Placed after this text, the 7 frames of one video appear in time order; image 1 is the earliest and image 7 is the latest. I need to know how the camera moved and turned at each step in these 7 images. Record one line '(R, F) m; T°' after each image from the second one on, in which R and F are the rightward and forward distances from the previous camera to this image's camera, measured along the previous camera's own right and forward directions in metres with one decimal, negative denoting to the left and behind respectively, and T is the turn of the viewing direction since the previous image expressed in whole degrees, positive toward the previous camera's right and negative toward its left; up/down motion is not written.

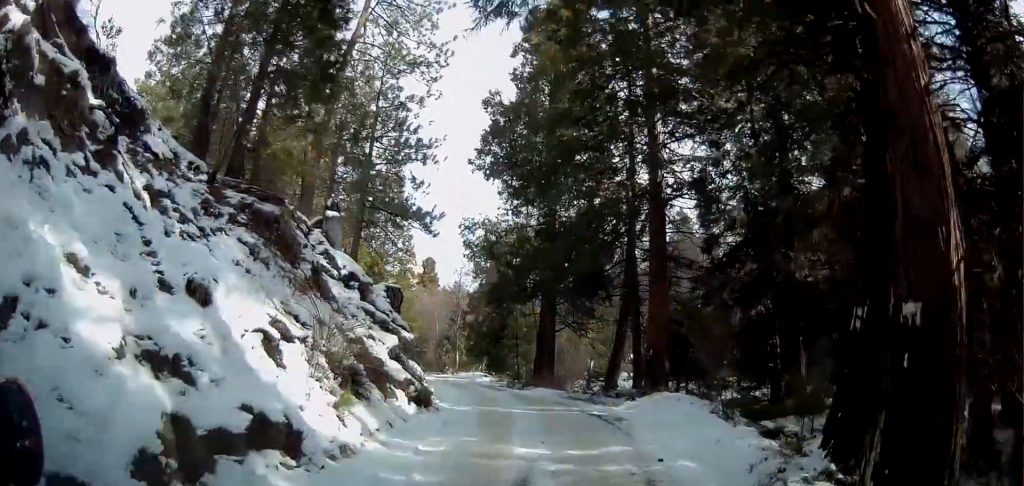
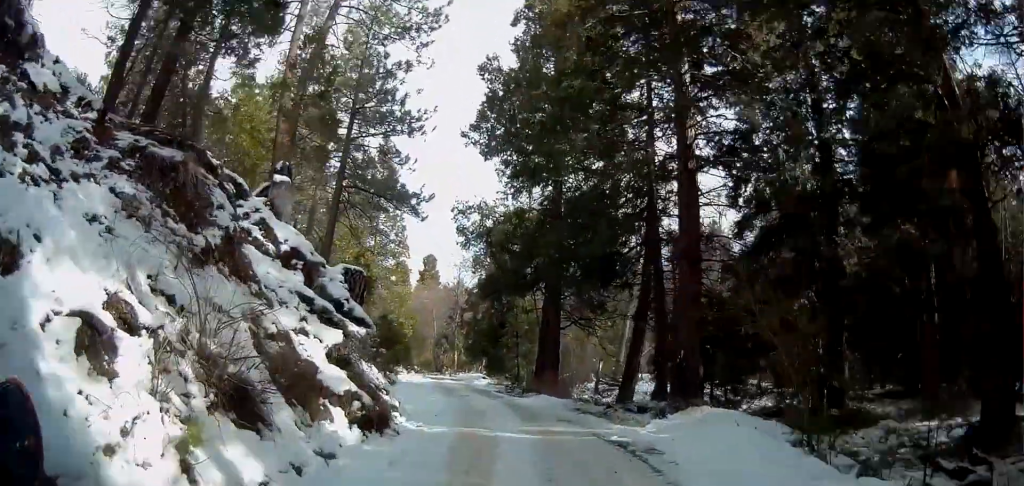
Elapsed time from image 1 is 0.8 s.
(+0.1, +4.9) m; -1°
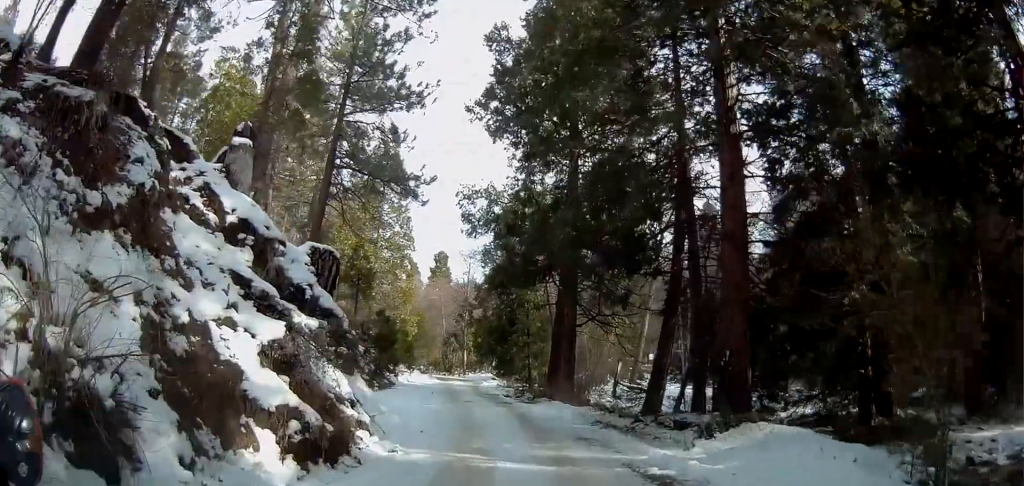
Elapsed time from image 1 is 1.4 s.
(-0.1, +3.4) m; -3°
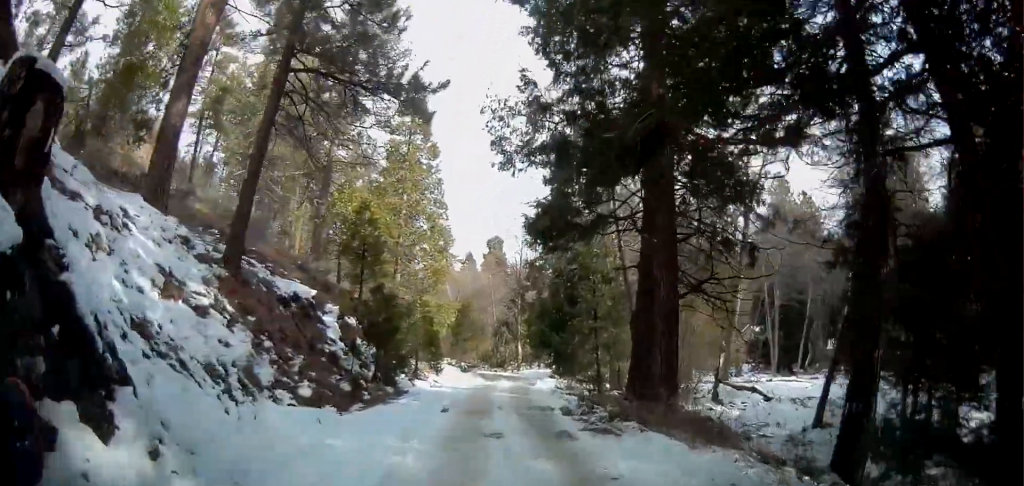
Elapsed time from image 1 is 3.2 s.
(-0.7, +10.1) m; -5°
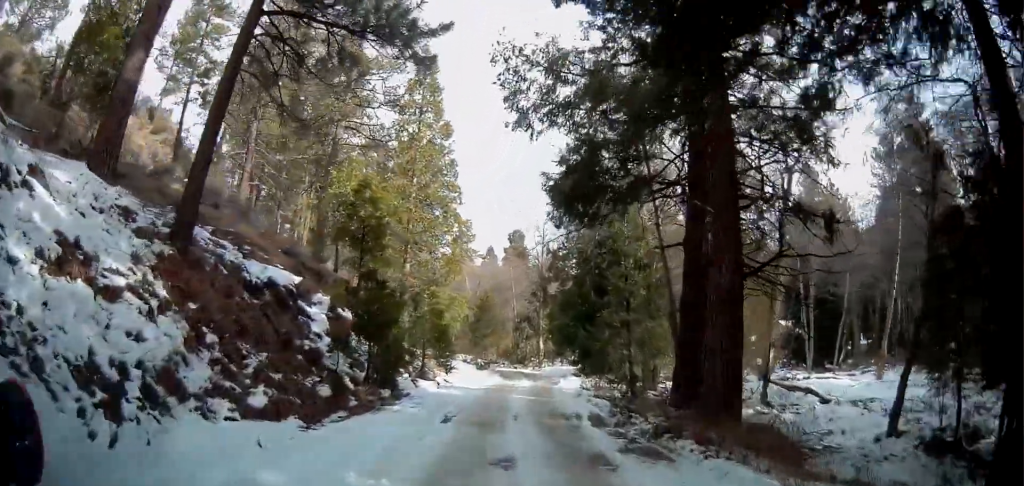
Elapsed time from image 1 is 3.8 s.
(0.0, +3.7) m; 0°
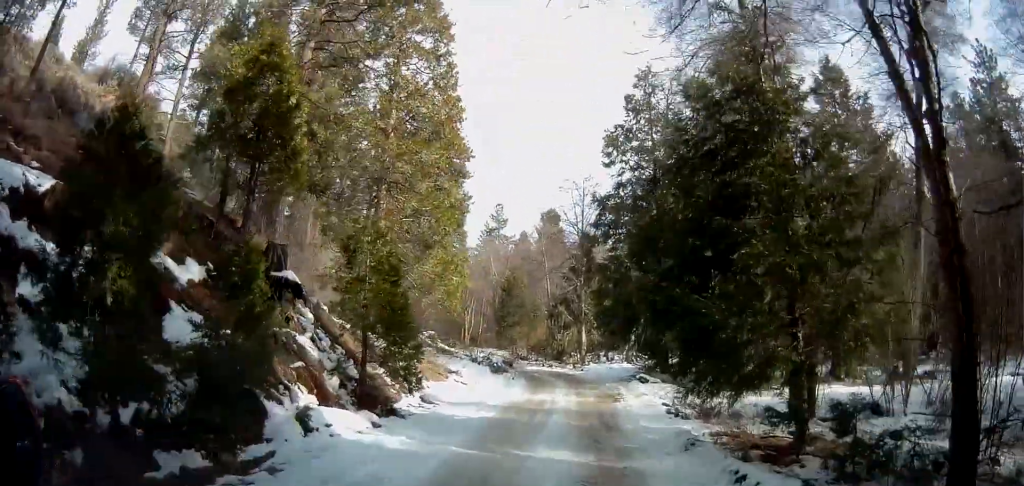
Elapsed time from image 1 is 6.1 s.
(-0.8, +14.1) m; -7°
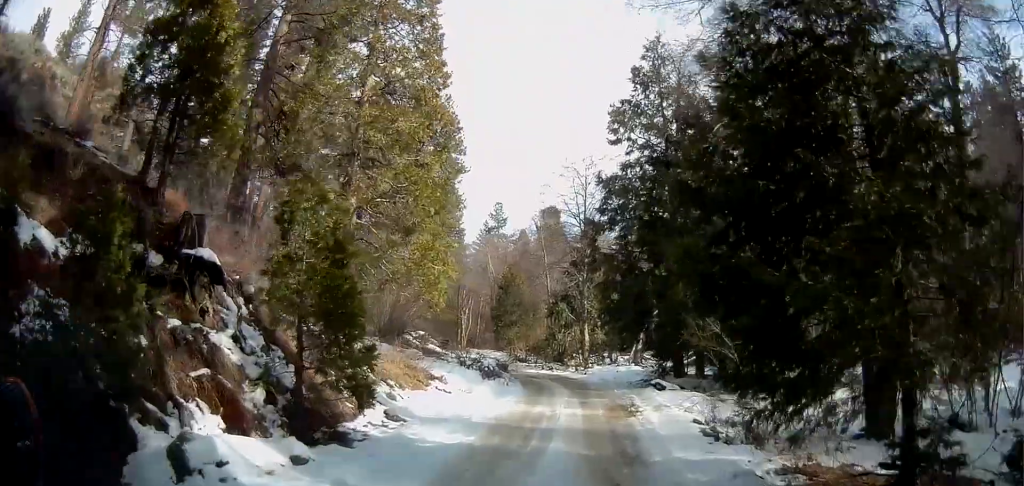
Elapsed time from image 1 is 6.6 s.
(-0.1, +3.6) m; 0°
